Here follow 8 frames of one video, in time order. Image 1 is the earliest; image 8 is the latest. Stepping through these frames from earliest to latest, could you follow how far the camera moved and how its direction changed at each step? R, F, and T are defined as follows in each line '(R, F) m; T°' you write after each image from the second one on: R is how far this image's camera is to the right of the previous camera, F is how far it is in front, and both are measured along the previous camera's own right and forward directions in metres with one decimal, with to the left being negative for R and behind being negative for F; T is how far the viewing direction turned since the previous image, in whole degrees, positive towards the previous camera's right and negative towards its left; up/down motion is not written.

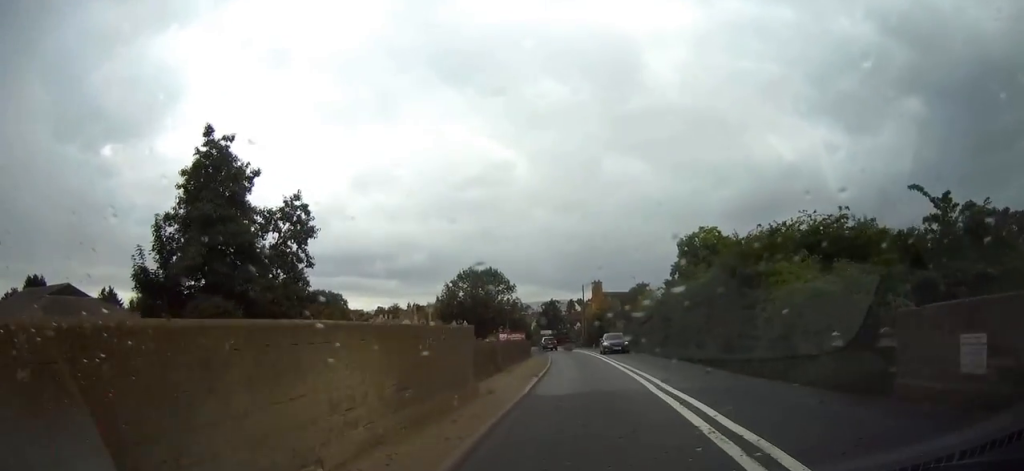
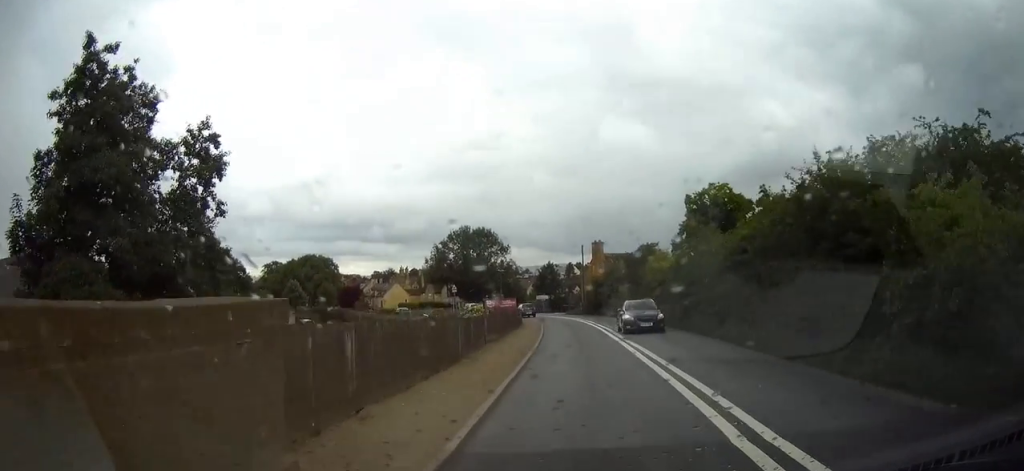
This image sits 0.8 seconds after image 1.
(0.0, +7.9) m; 0°
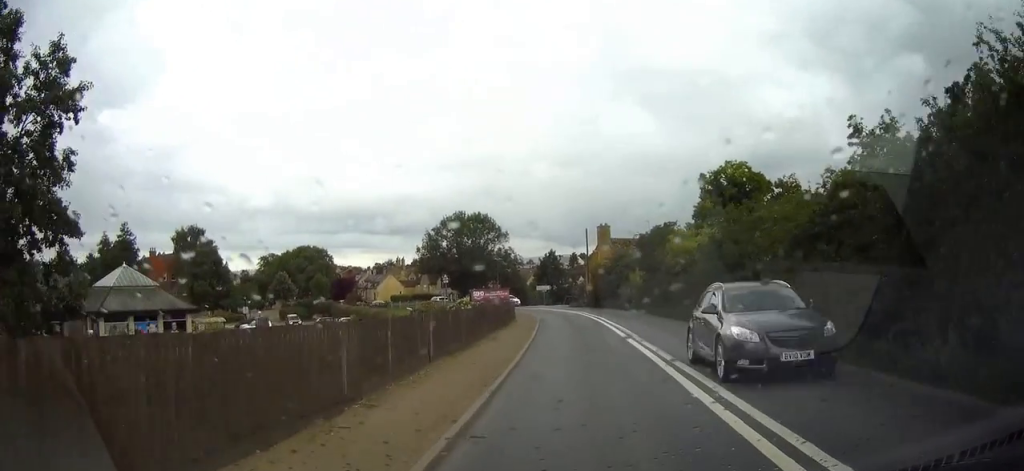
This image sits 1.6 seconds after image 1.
(0.0, +8.2) m; 0°
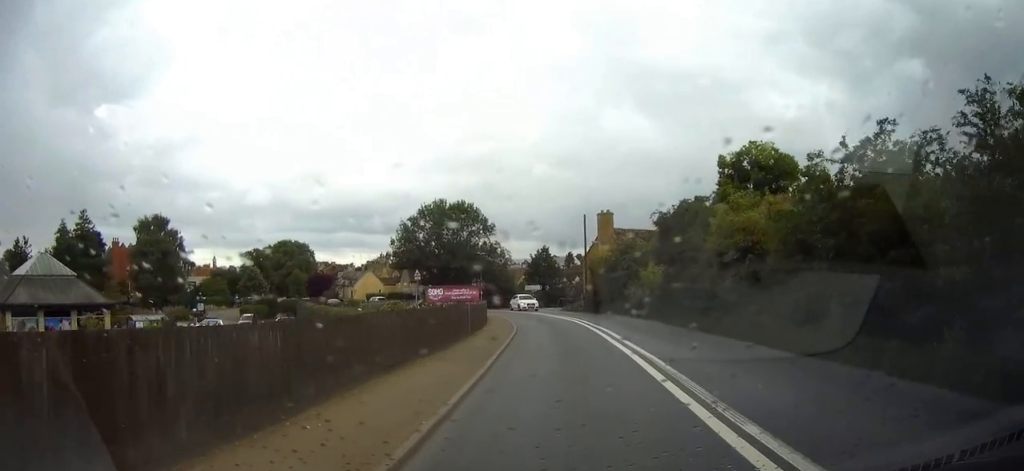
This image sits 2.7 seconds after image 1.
(0.0, +12.2) m; 0°
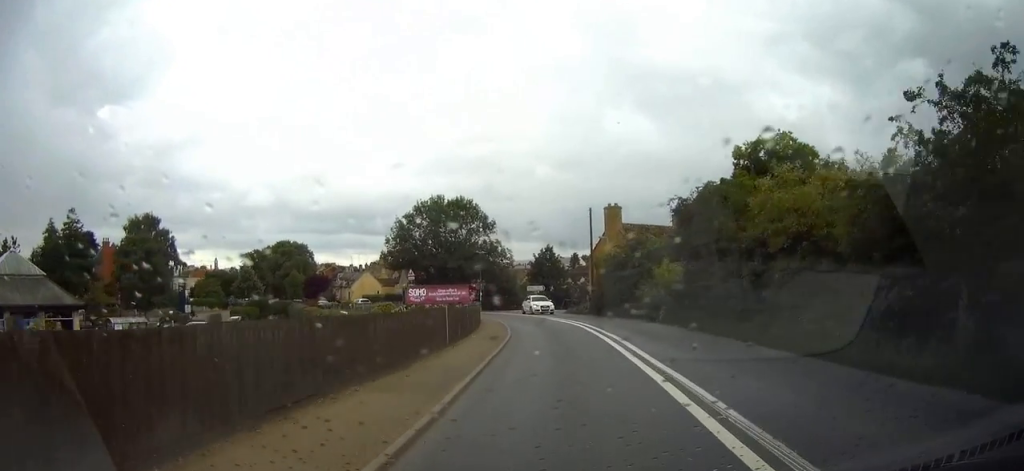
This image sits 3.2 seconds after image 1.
(0.0, +4.6) m; 0°
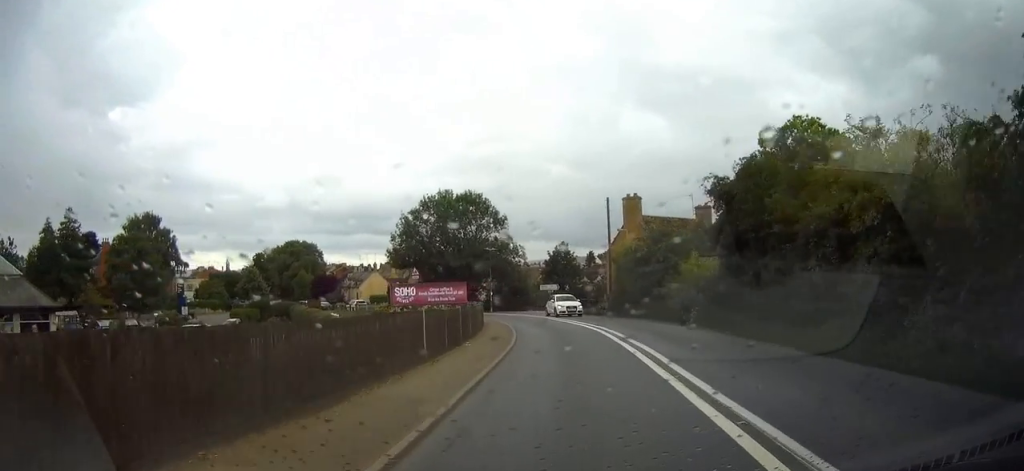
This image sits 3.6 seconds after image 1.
(0.0, +4.4) m; -1°
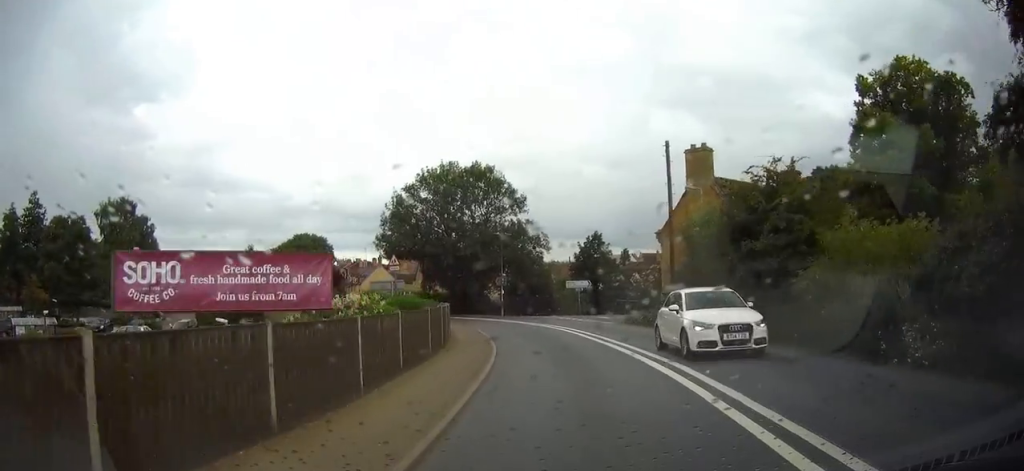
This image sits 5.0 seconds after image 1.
(-0.5, +16.0) m; -3°
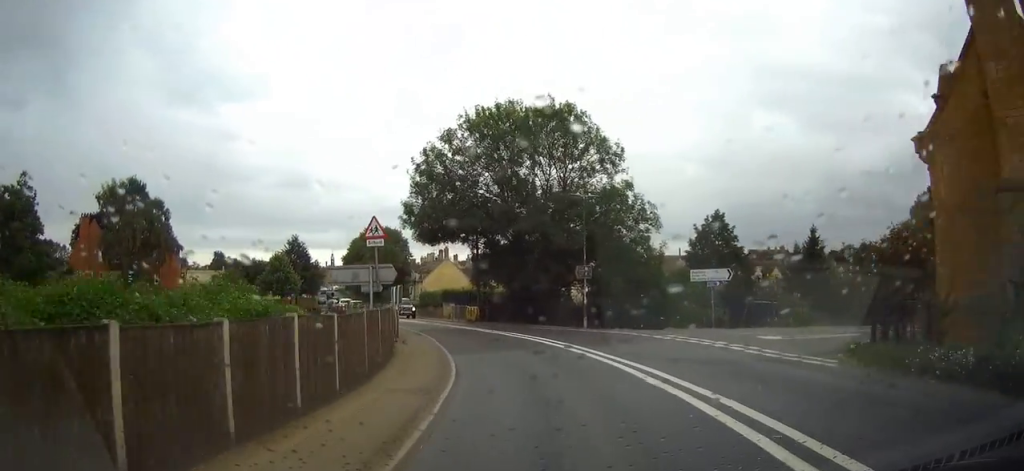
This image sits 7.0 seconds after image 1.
(-0.5, +20.5) m; -6°
